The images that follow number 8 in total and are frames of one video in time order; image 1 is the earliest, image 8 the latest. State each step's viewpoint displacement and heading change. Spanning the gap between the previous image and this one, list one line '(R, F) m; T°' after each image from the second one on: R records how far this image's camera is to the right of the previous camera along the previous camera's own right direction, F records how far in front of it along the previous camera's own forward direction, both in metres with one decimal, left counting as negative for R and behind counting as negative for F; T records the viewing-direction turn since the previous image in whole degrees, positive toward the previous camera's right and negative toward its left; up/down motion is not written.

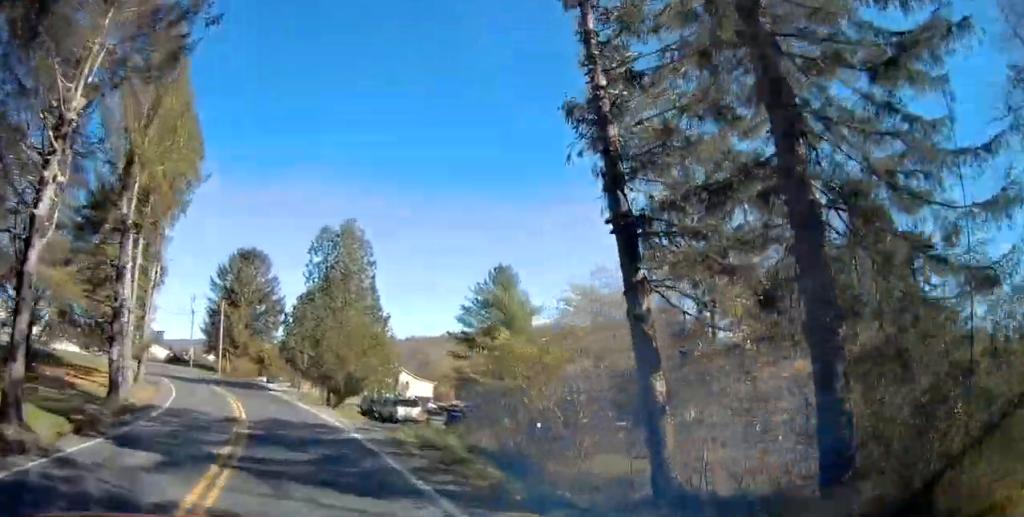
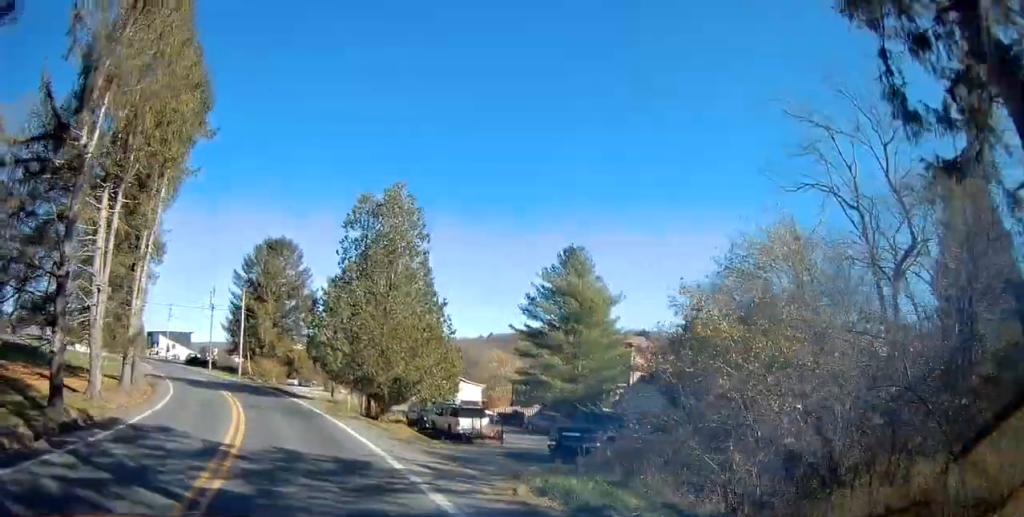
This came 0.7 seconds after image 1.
(-0.3, +8.9) m; -5°
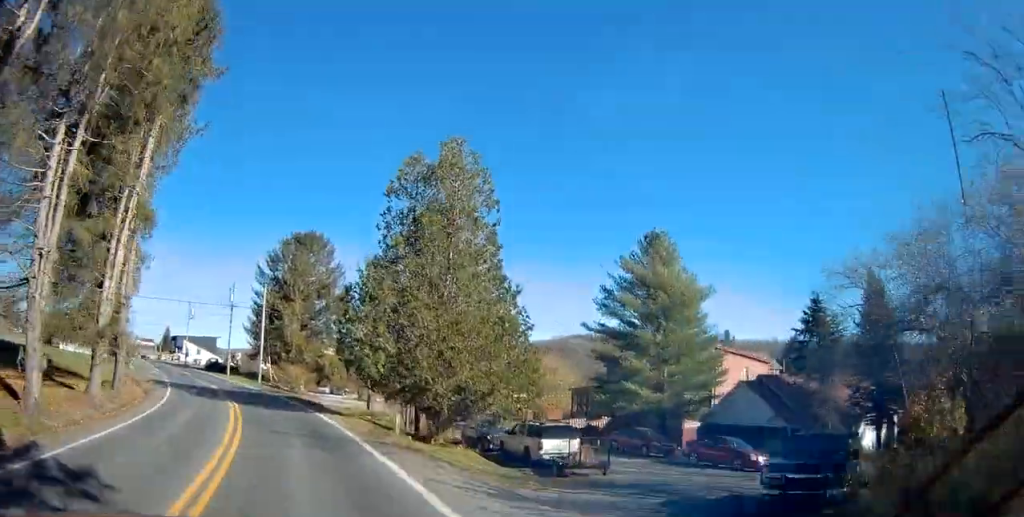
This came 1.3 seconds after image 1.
(-0.3, +7.9) m; -5°
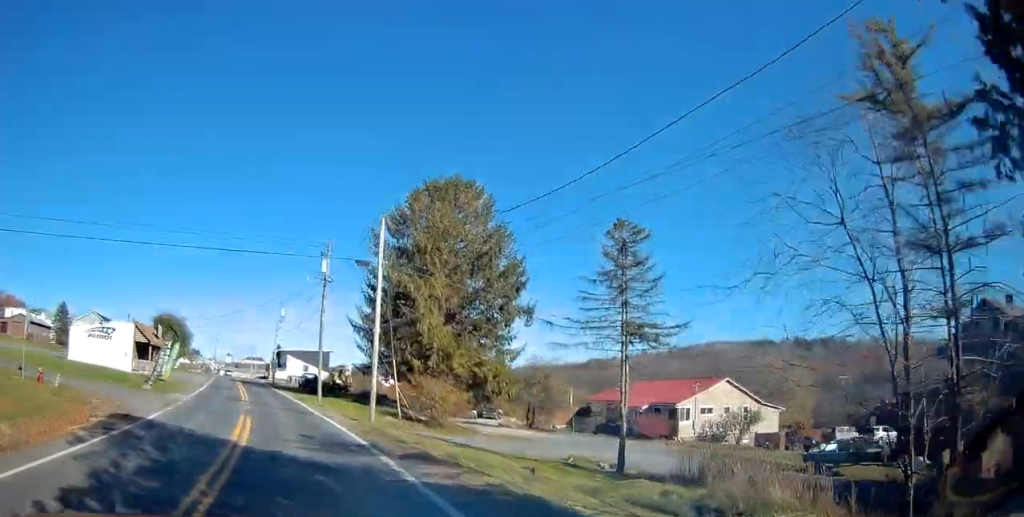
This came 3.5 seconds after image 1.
(-2.7, +26.4) m; -10°
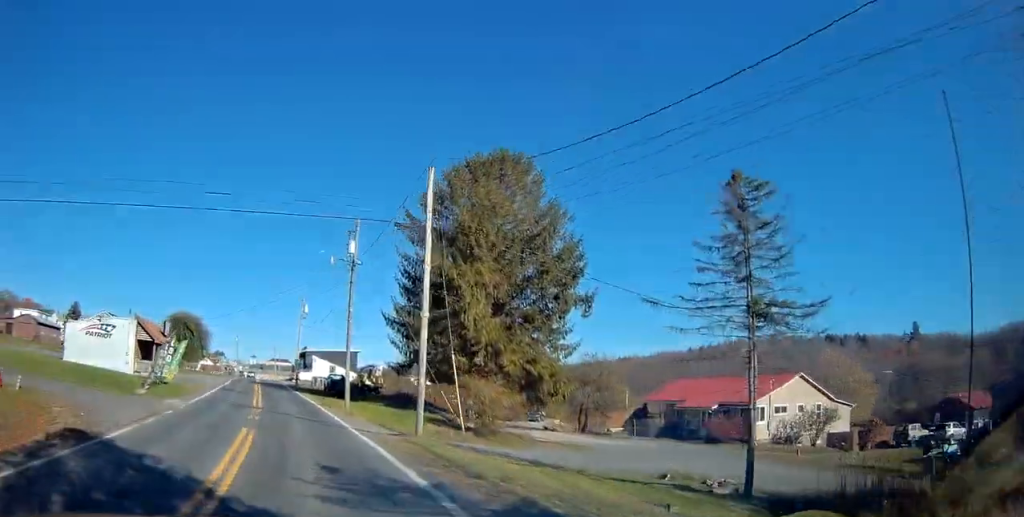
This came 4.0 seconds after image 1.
(-0.2, +6.0) m; -2°
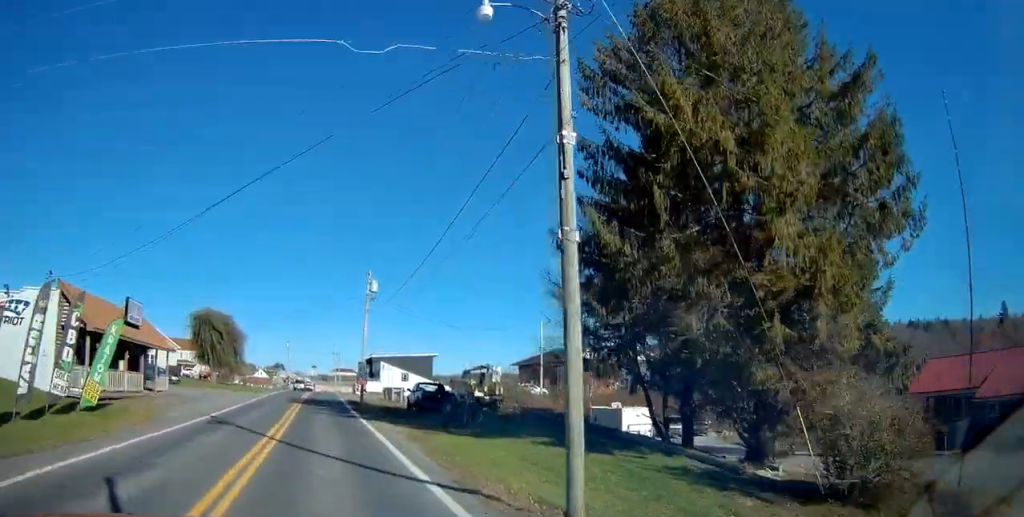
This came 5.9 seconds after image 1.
(-1.8, +23.0) m; -8°
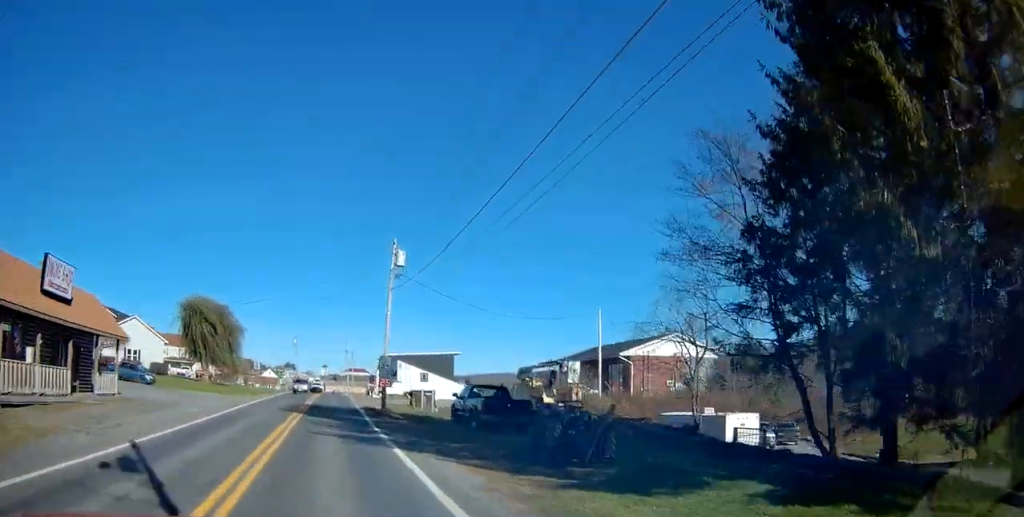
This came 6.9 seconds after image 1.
(-0.3, +10.9) m; -2°
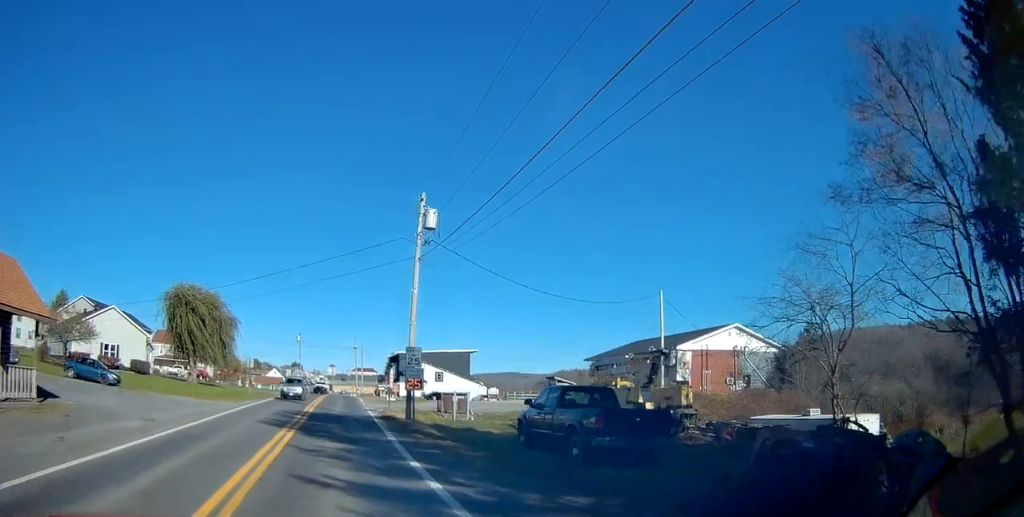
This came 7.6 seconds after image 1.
(0.0, +8.8) m; 0°
